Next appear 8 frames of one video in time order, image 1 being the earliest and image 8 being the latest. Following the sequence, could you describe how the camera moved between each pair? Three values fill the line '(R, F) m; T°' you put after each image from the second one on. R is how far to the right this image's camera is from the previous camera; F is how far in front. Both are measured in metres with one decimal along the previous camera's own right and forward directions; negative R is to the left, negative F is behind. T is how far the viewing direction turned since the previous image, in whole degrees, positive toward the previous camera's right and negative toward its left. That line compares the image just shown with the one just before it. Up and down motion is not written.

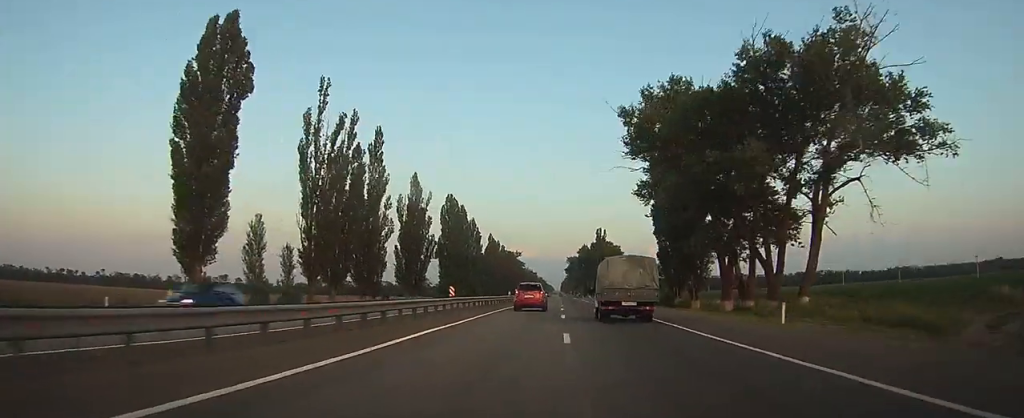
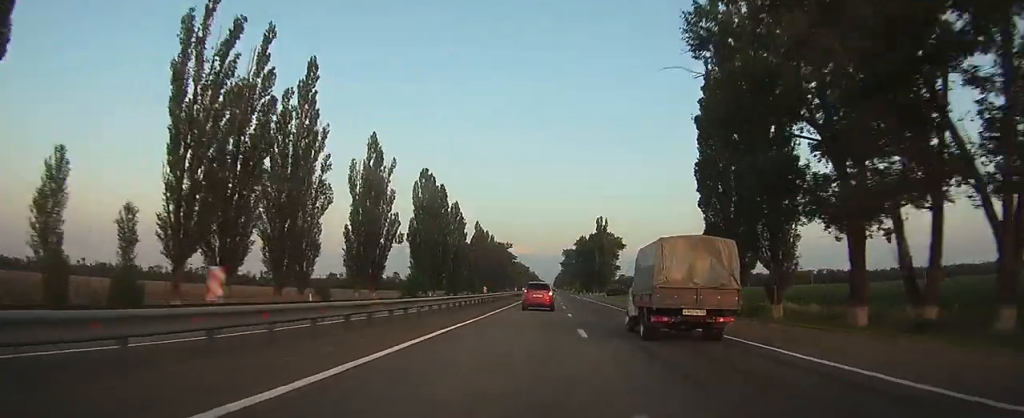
(-0.1, +22.9) m; 0°
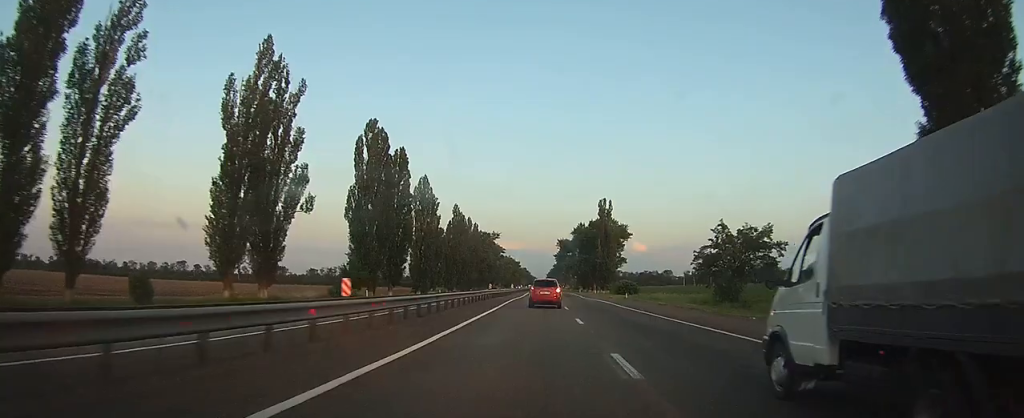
(0.0, +30.7) m; 0°
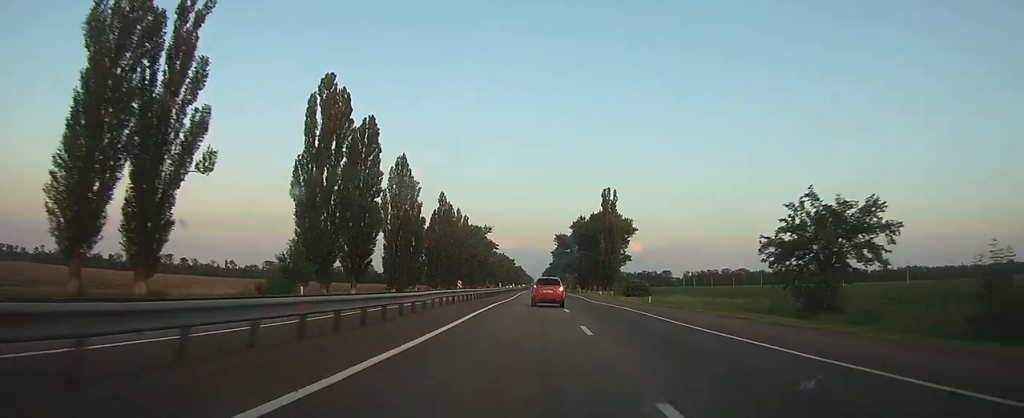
(0.0, +16.4) m; 0°
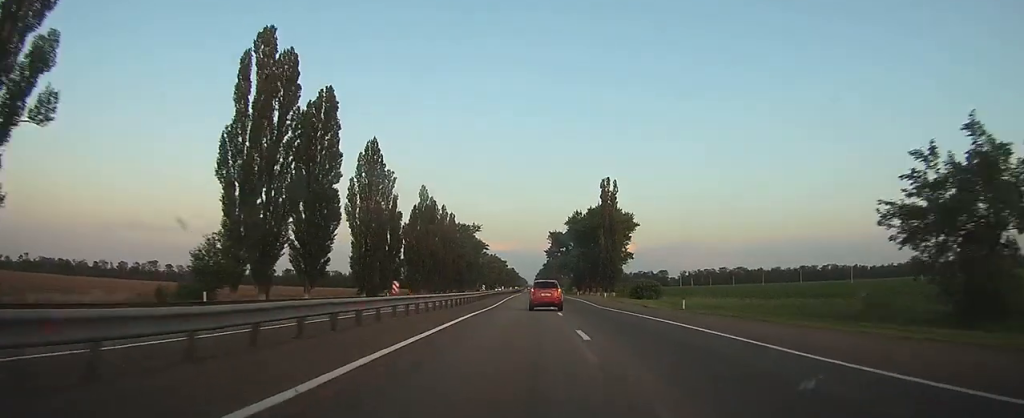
(-0.1, +13.6) m; 0°
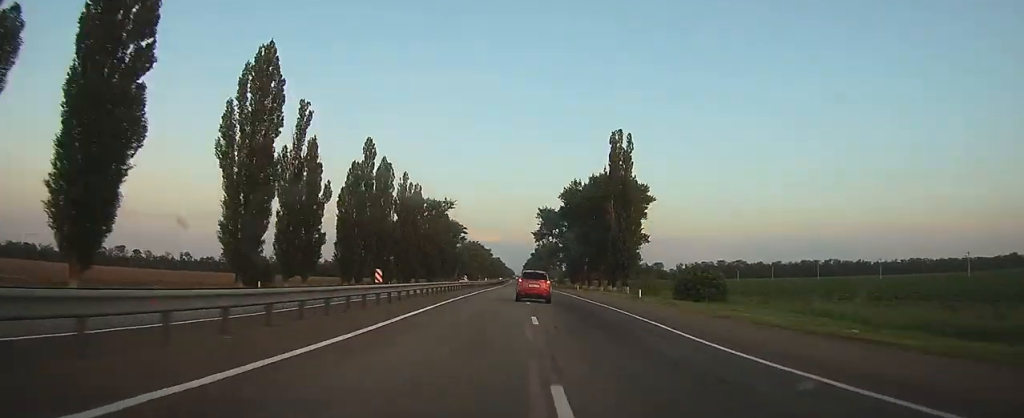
(+0.4, +33.1) m; +1°
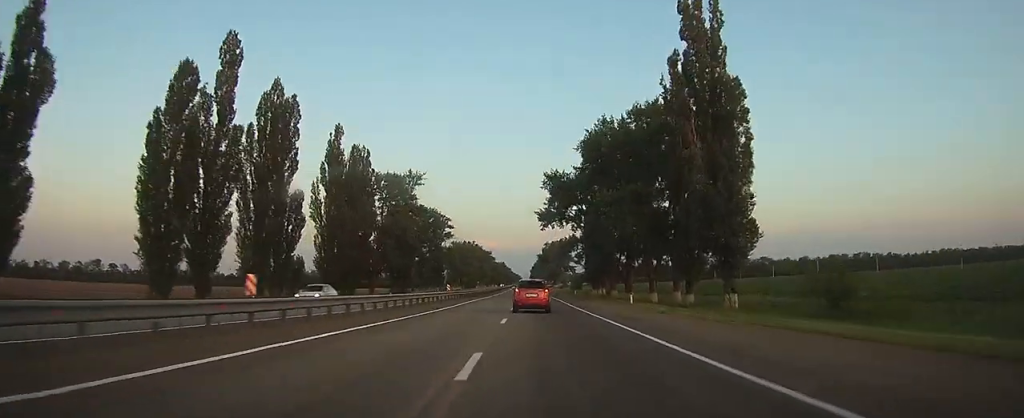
(+0.3, +44.6) m; 0°
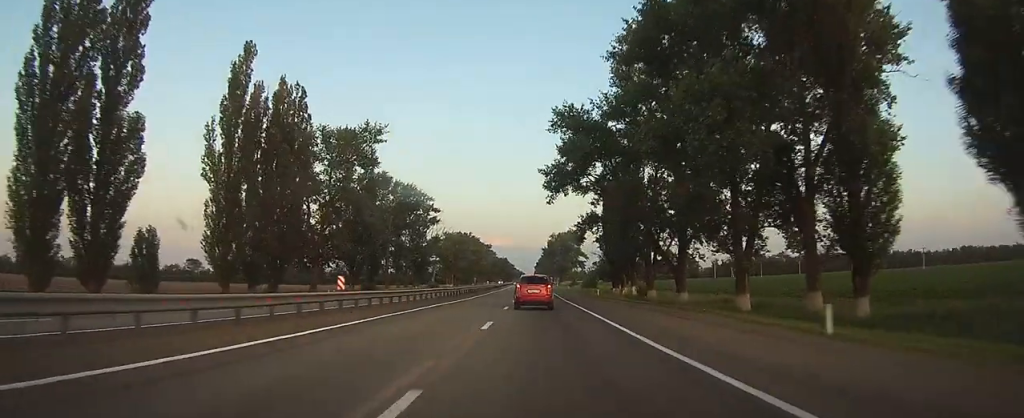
(0.0, +28.0) m; 0°
